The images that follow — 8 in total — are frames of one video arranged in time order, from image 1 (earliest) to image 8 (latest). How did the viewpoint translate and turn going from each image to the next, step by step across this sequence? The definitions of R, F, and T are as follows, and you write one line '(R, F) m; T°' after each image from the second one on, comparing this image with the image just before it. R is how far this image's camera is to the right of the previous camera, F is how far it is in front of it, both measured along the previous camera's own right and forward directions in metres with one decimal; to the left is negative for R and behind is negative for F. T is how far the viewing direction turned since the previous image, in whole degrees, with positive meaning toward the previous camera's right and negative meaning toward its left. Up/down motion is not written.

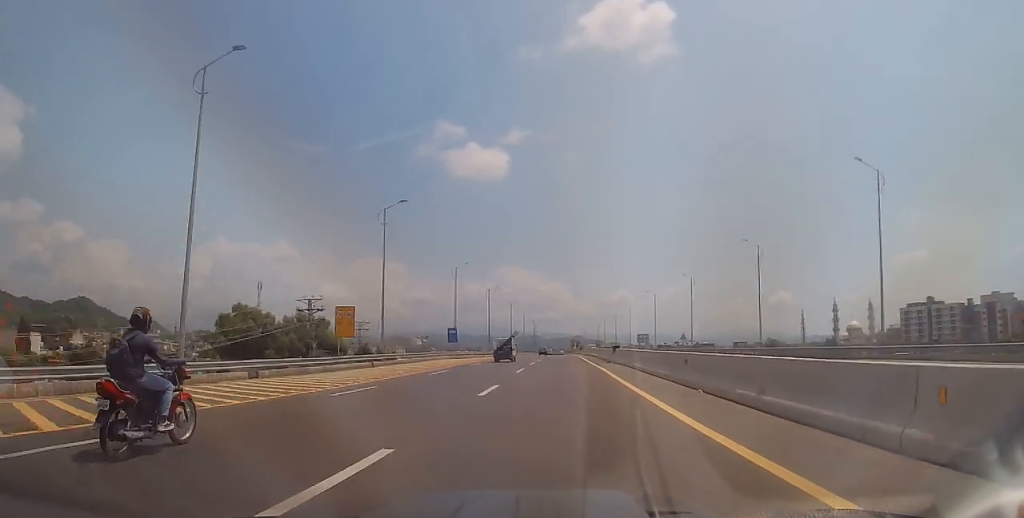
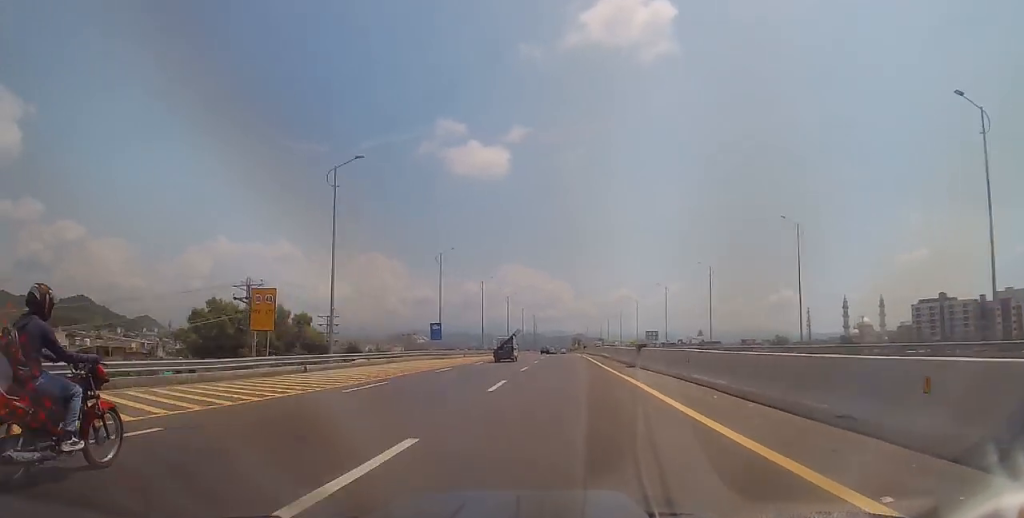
(-0.3, +11.5) m; 0°
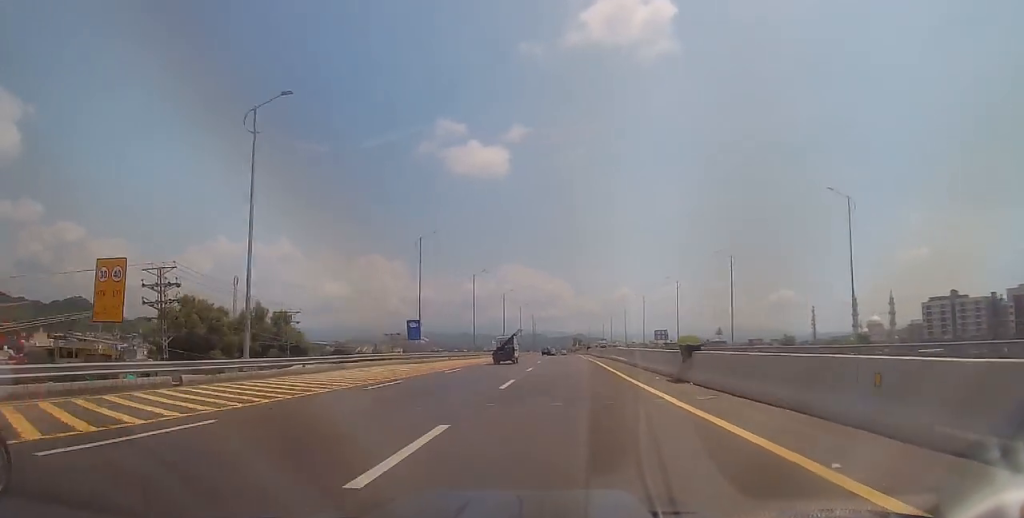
(+0.2, +10.6) m; +1°
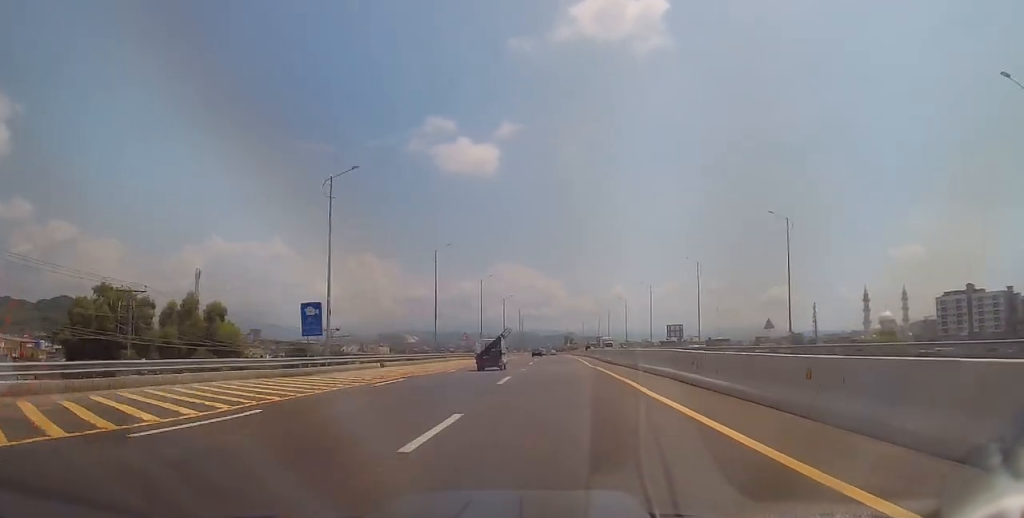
(+0.2, +21.9) m; +1°
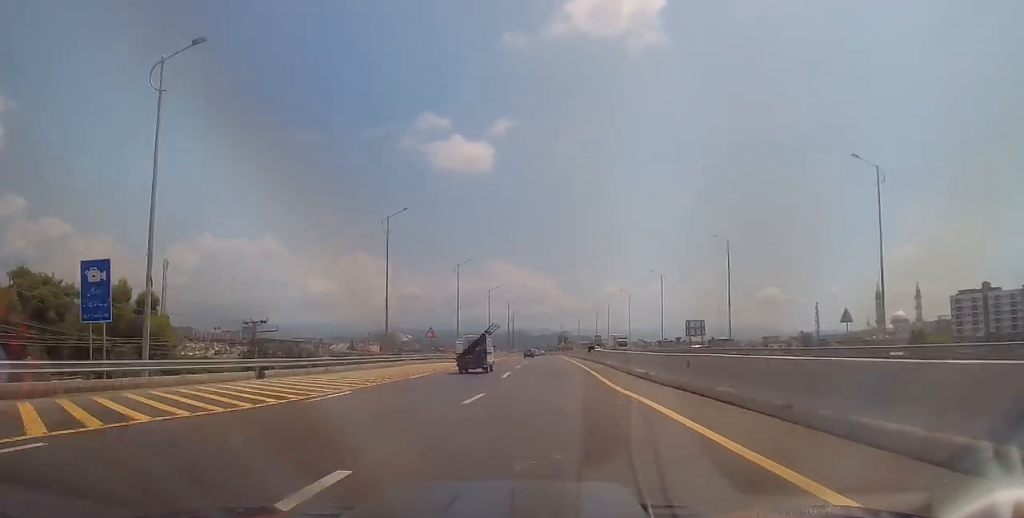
(+0.1, +17.3) m; +1°
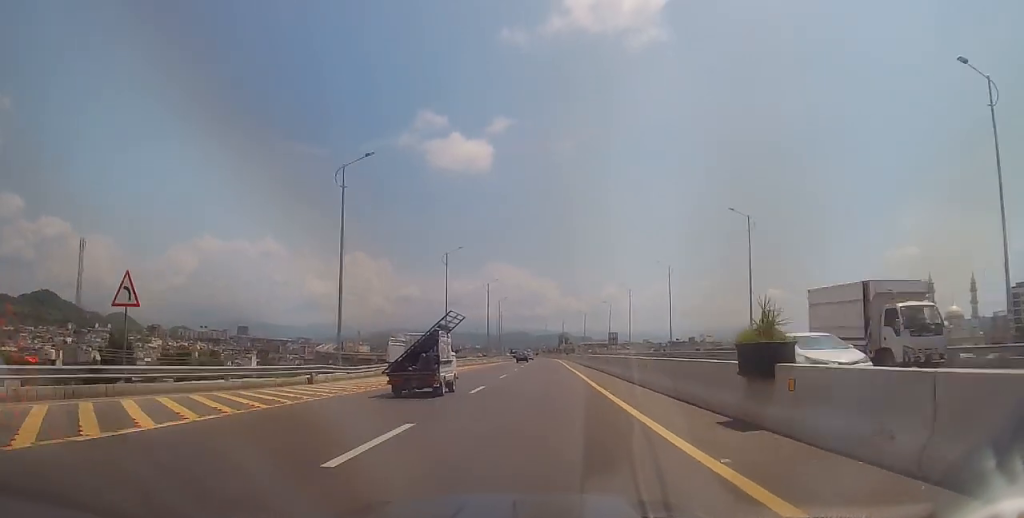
(-0.3, +43.2) m; -1°
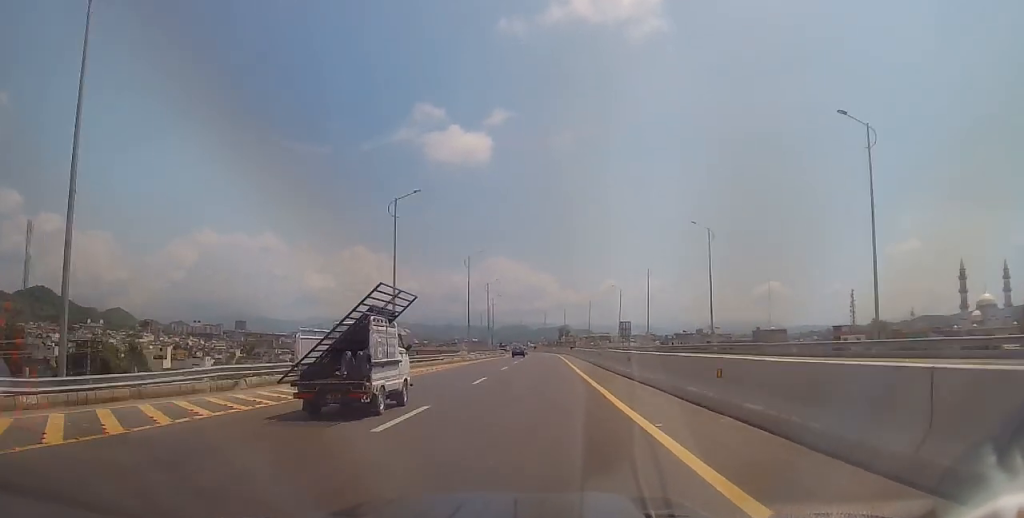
(+0.1, +21.5) m; +1°
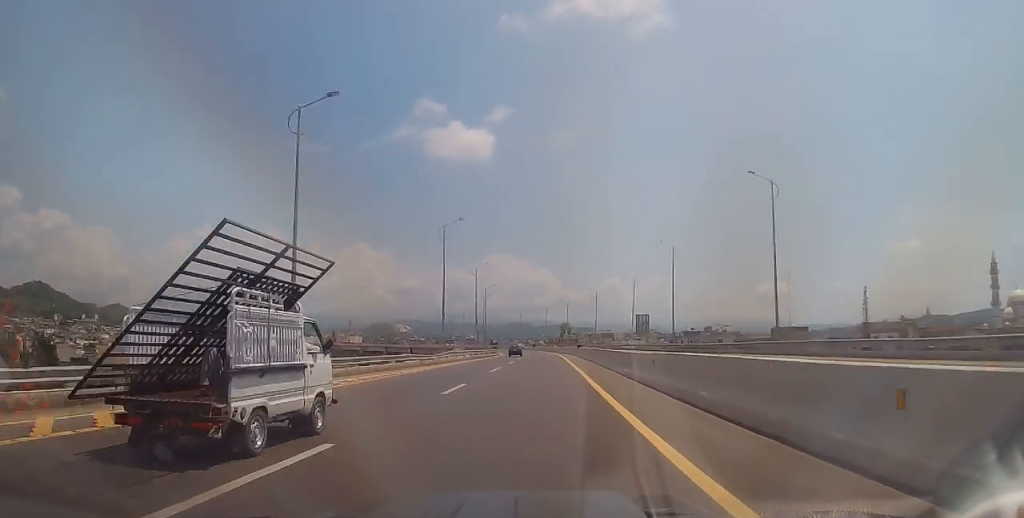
(+0.4, +17.6) m; 0°
